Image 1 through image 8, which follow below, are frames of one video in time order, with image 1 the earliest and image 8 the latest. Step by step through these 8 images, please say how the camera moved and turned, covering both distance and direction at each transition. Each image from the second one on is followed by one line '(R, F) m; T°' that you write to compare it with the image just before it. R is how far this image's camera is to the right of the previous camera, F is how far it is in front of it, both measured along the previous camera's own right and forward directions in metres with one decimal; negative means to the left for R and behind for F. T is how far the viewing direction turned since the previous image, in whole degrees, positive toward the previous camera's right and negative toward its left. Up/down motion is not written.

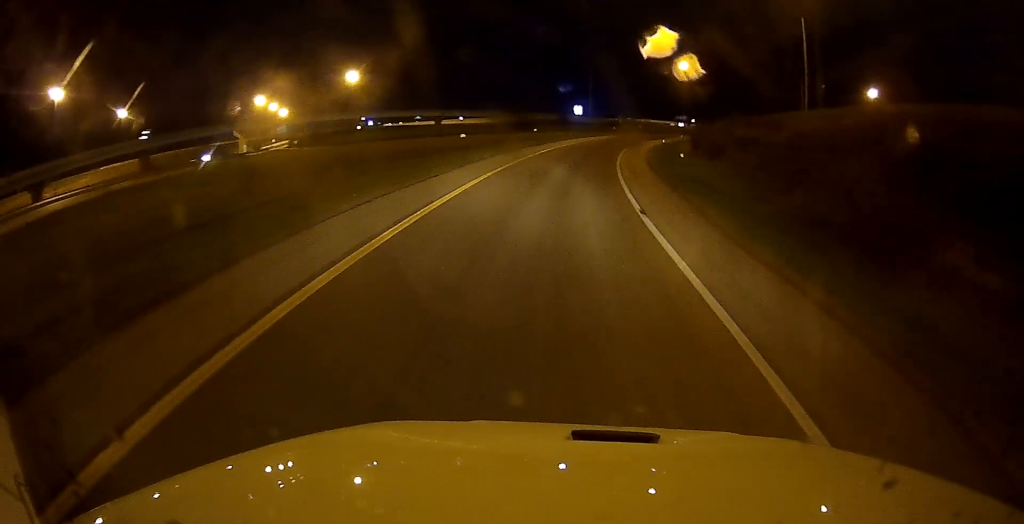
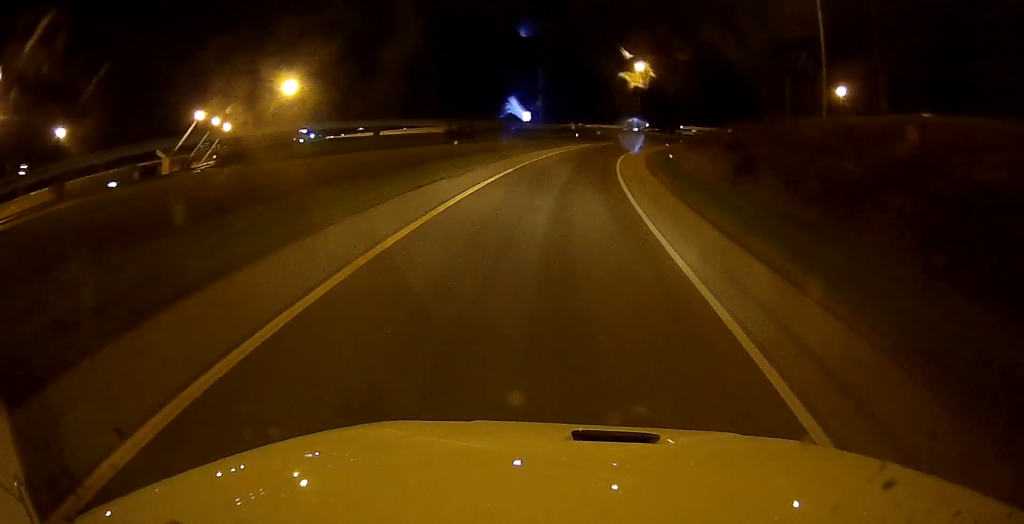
(+1.0, +24.1) m; +5°
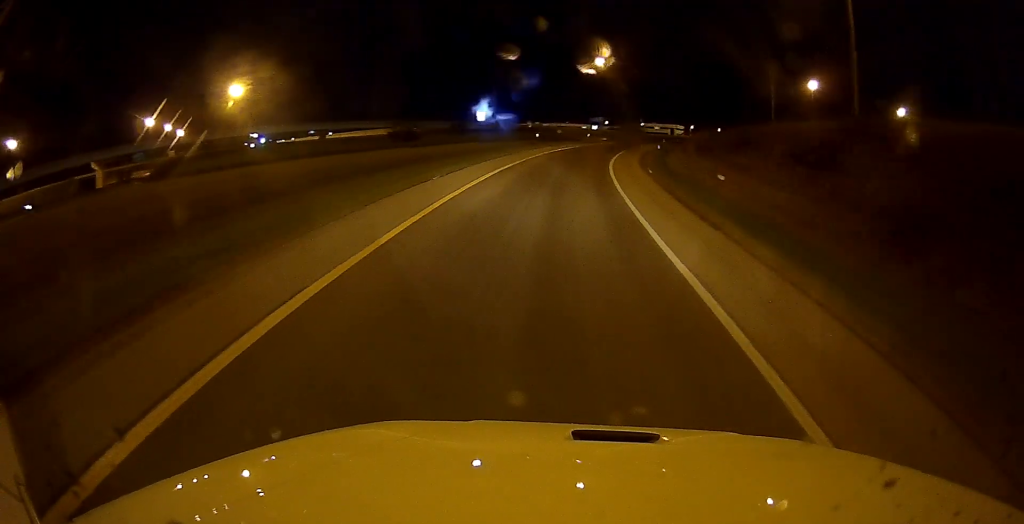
(+0.4, +18.8) m; +4°
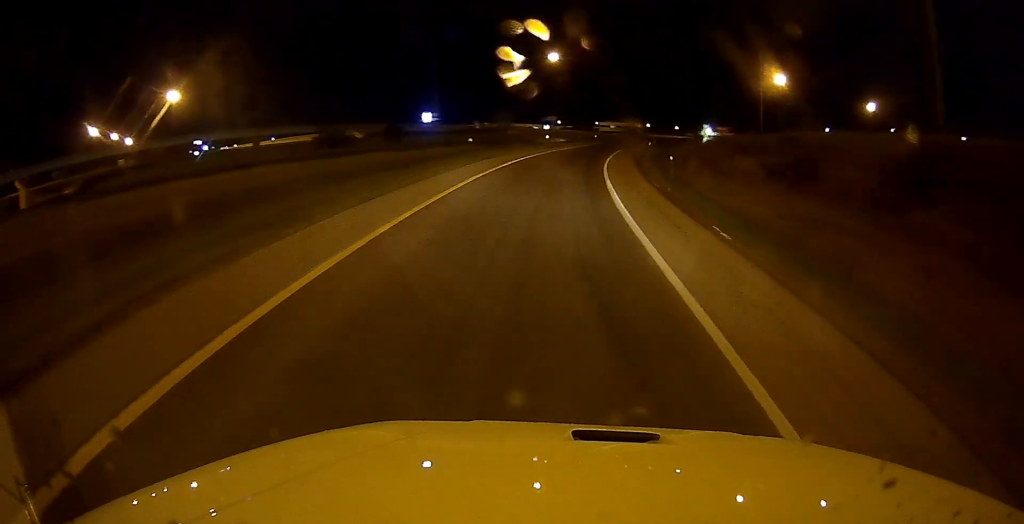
(+0.7, +22.4) m; +5°
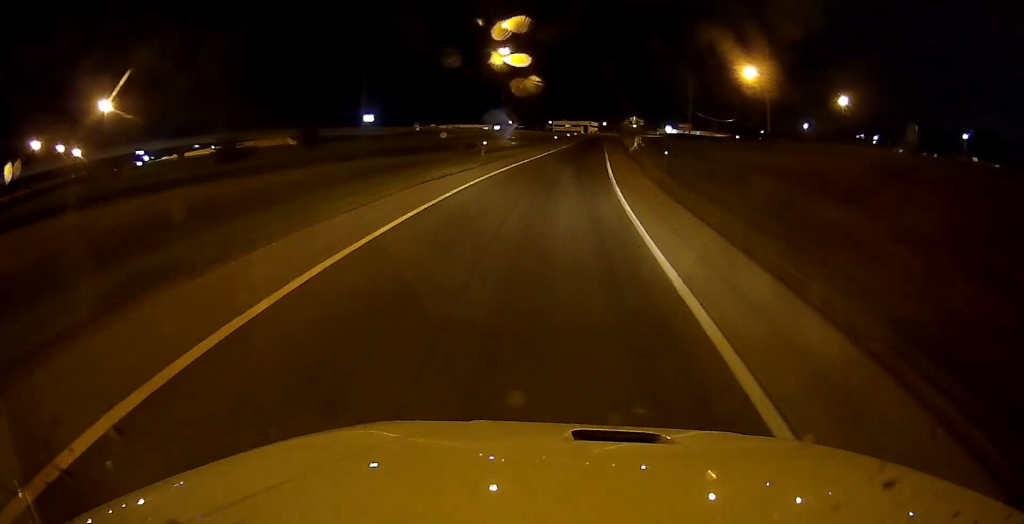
(+1.5, +27.7) m; +5°
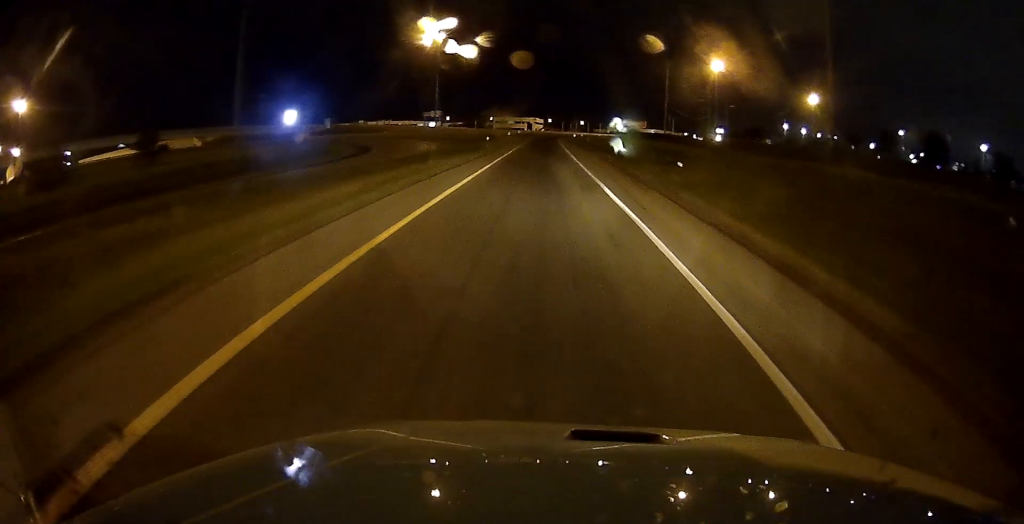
(+1.3, +38.6) m; +3°
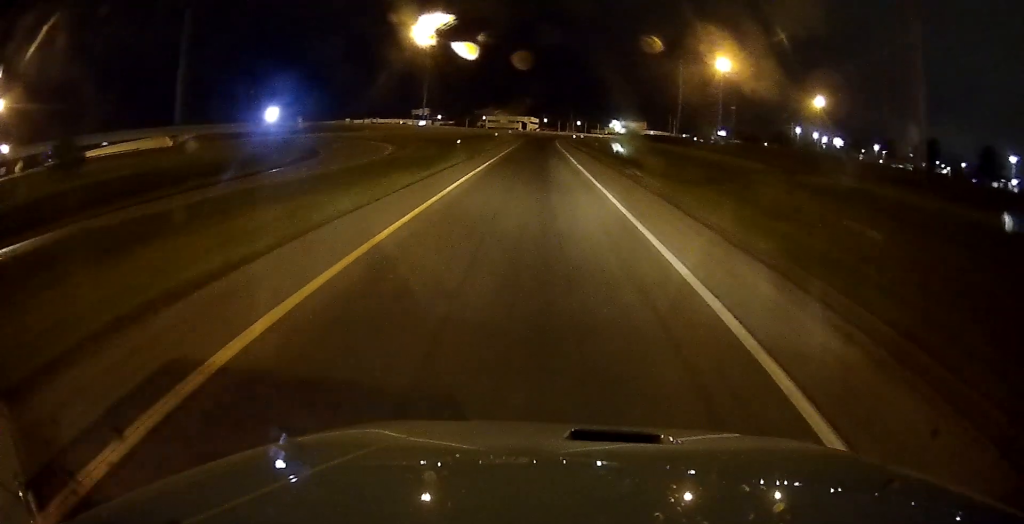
(+0.2, +18.0) m; +1°
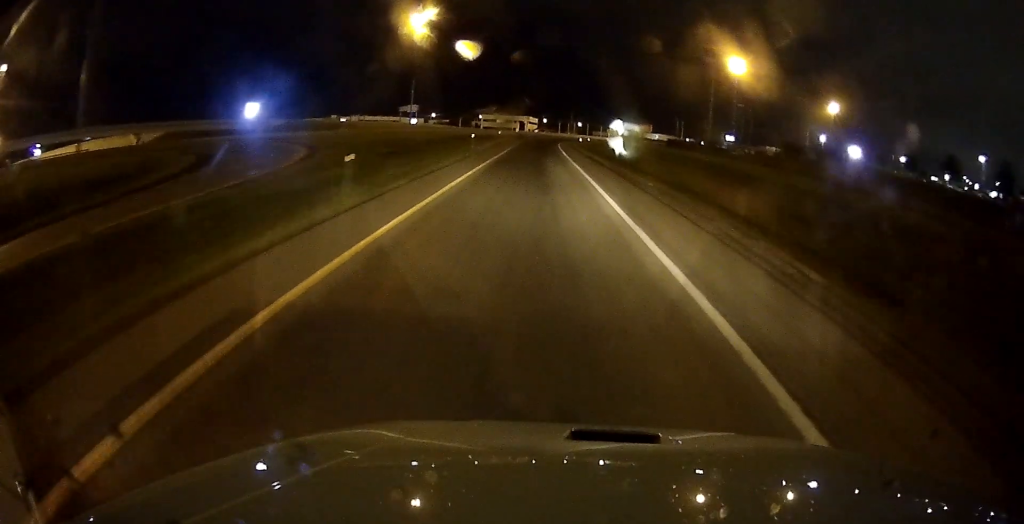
(+0.1, +23.4) m; 0°
